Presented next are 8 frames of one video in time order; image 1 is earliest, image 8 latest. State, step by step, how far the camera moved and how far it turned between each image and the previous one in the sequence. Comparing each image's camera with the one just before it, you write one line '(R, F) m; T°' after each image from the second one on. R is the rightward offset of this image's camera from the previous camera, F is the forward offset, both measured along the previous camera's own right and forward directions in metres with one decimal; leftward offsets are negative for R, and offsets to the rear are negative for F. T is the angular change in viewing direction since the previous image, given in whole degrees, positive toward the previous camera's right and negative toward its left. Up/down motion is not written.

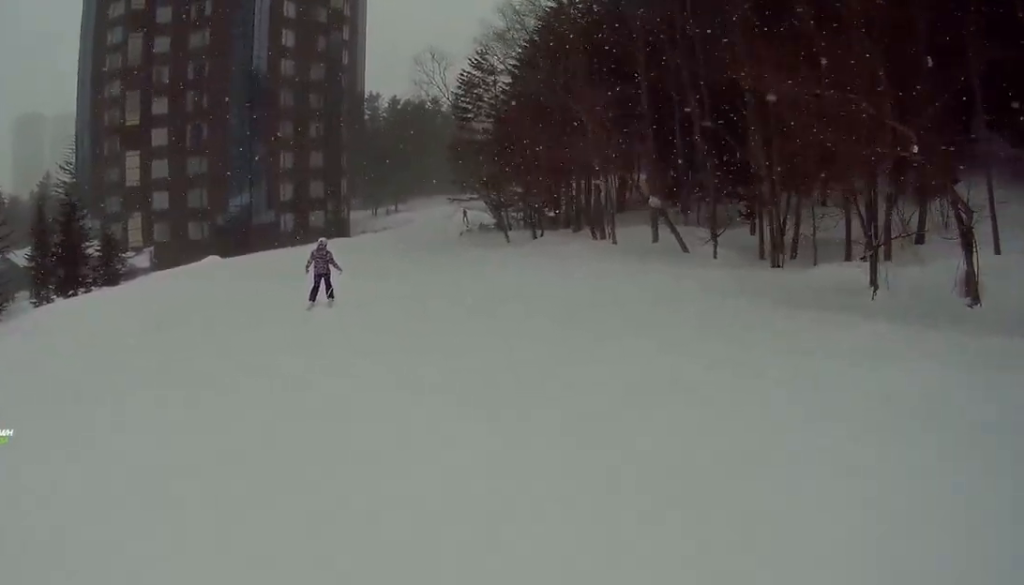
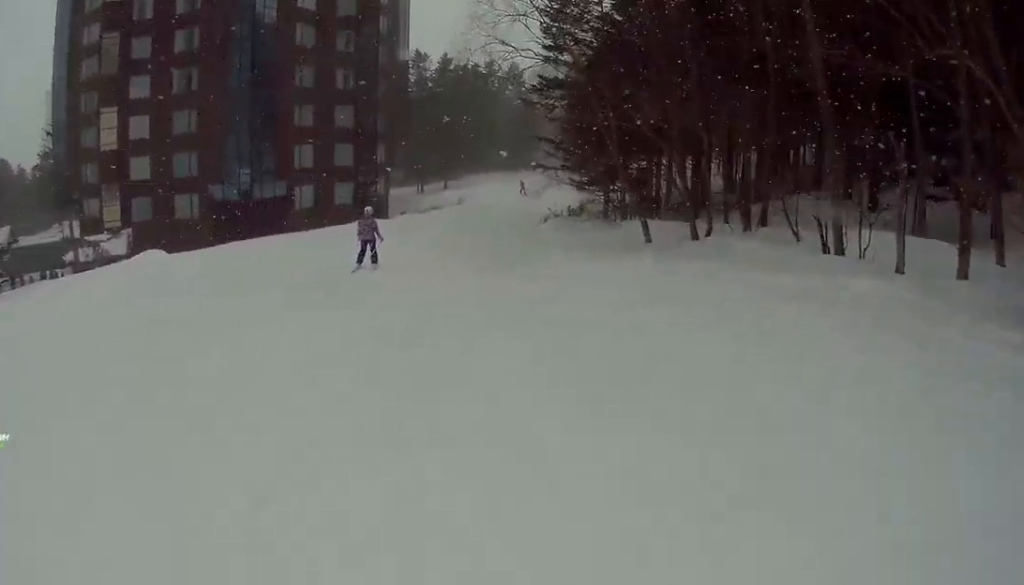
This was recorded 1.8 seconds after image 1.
(+2.2, +14.7) m; +7°
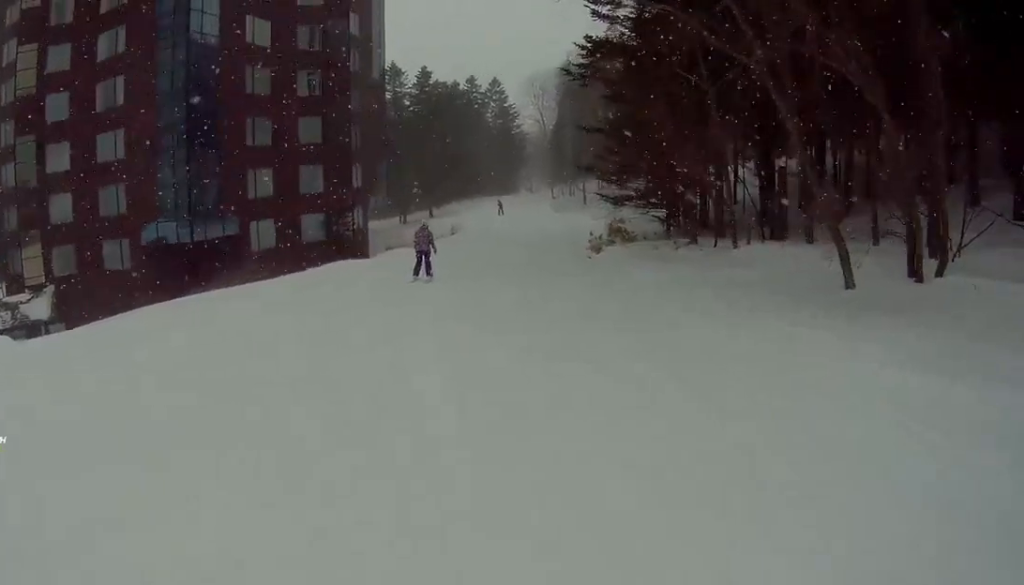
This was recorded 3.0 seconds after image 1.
(-2.1, +10.0) m; -6°
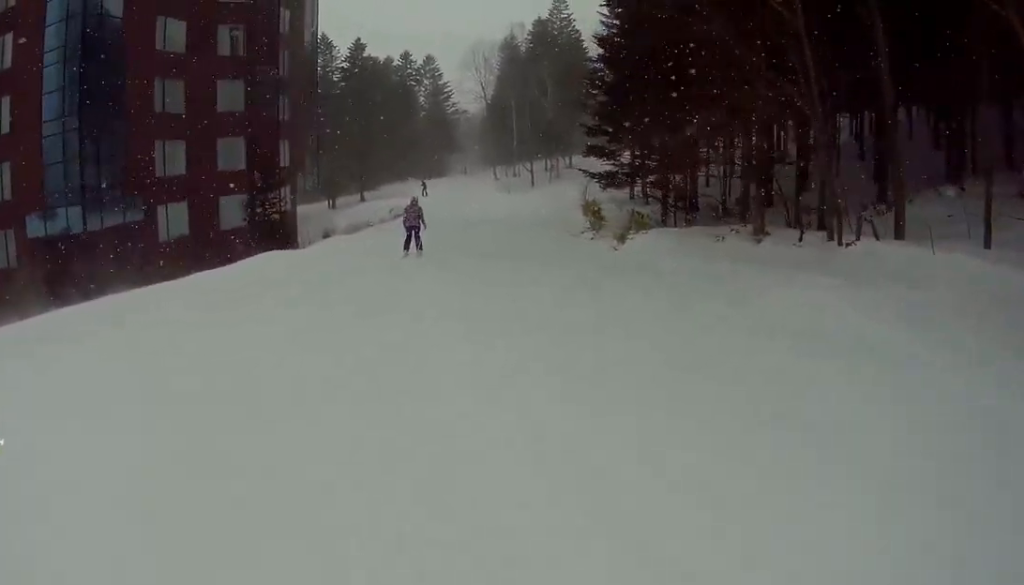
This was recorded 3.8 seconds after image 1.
(+0.1, +6.1) m; +12°
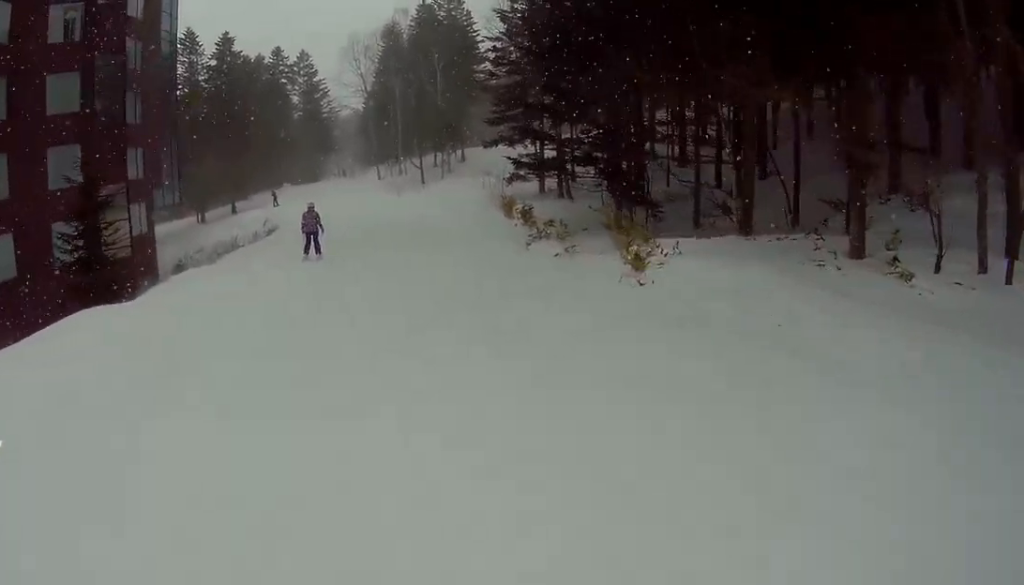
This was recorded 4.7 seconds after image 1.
(+1.4, +6.3) m; +13°
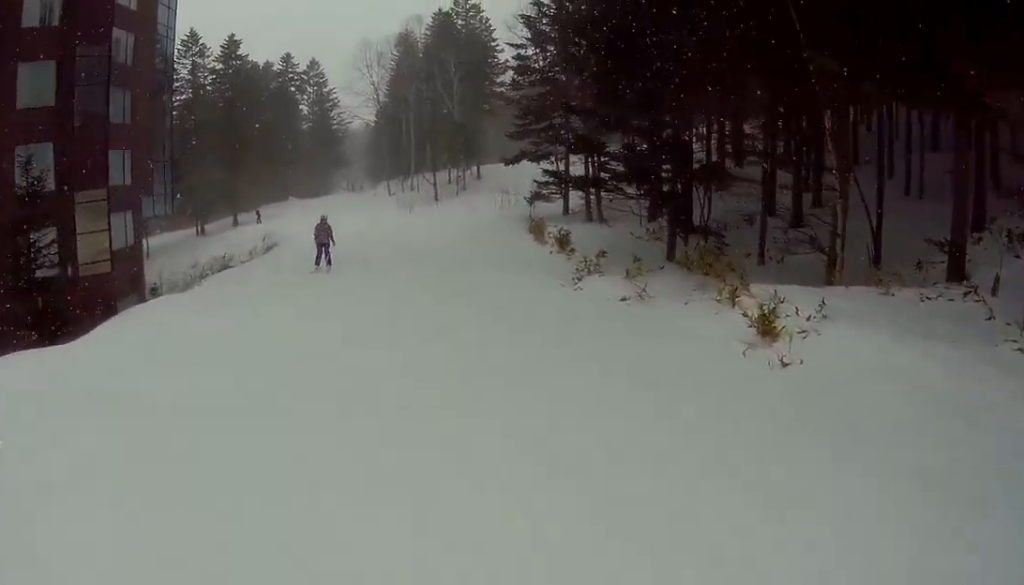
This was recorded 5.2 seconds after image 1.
(+0.1, +3.5) m; +2°
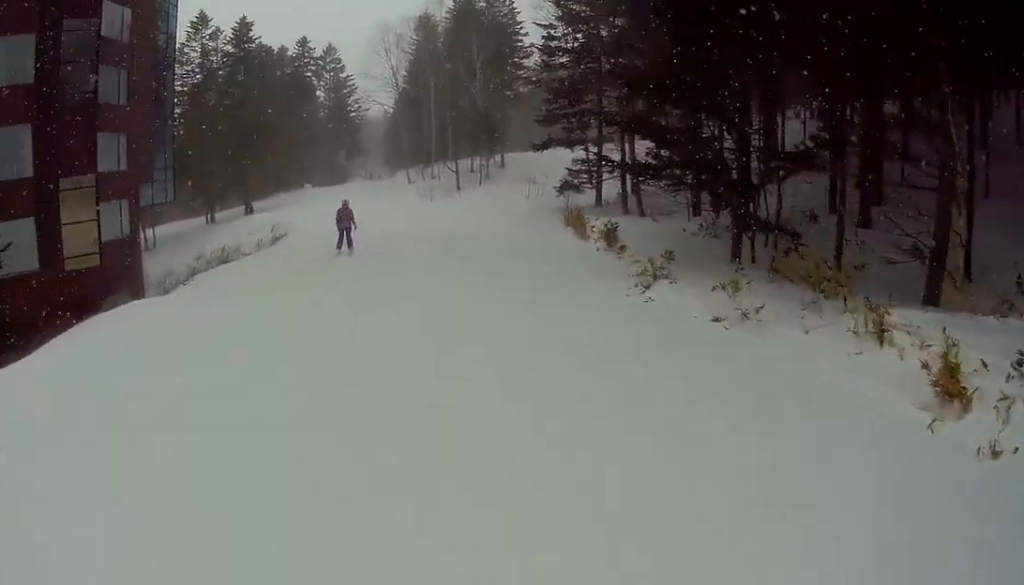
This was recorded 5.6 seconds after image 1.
(0.0, +2.7) m; +1°
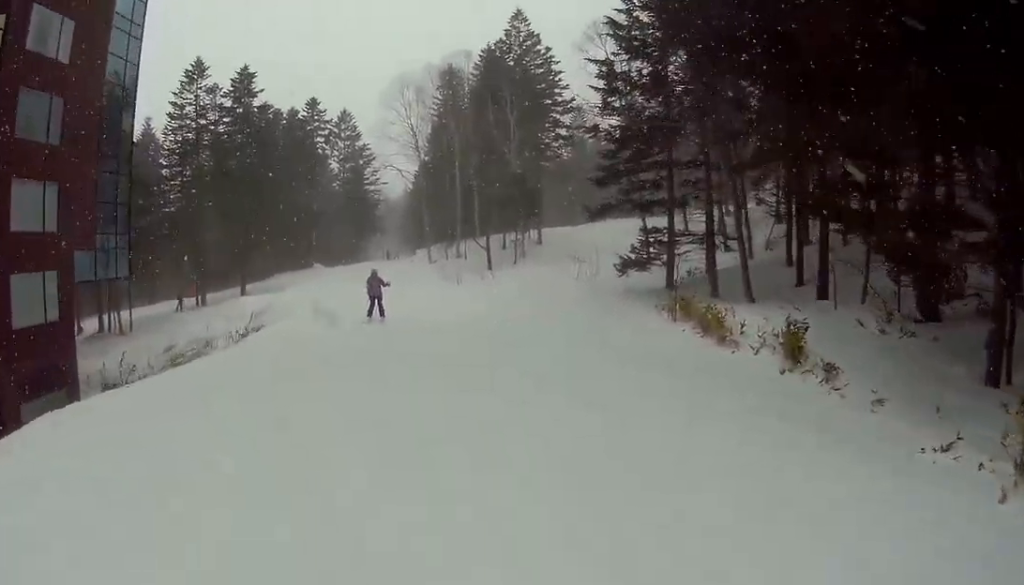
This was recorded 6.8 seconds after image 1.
(0.0, +8.4) m; -1°
